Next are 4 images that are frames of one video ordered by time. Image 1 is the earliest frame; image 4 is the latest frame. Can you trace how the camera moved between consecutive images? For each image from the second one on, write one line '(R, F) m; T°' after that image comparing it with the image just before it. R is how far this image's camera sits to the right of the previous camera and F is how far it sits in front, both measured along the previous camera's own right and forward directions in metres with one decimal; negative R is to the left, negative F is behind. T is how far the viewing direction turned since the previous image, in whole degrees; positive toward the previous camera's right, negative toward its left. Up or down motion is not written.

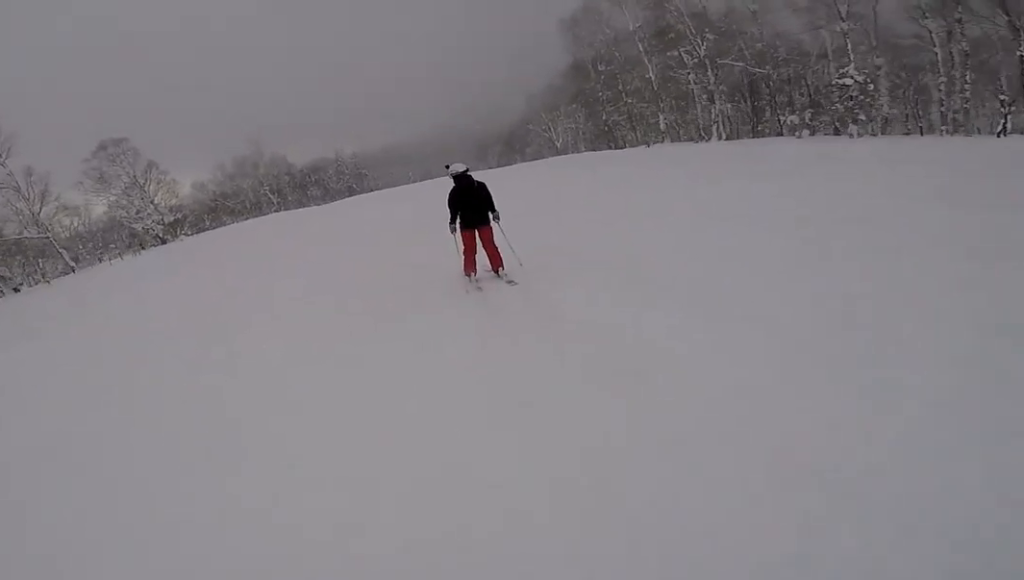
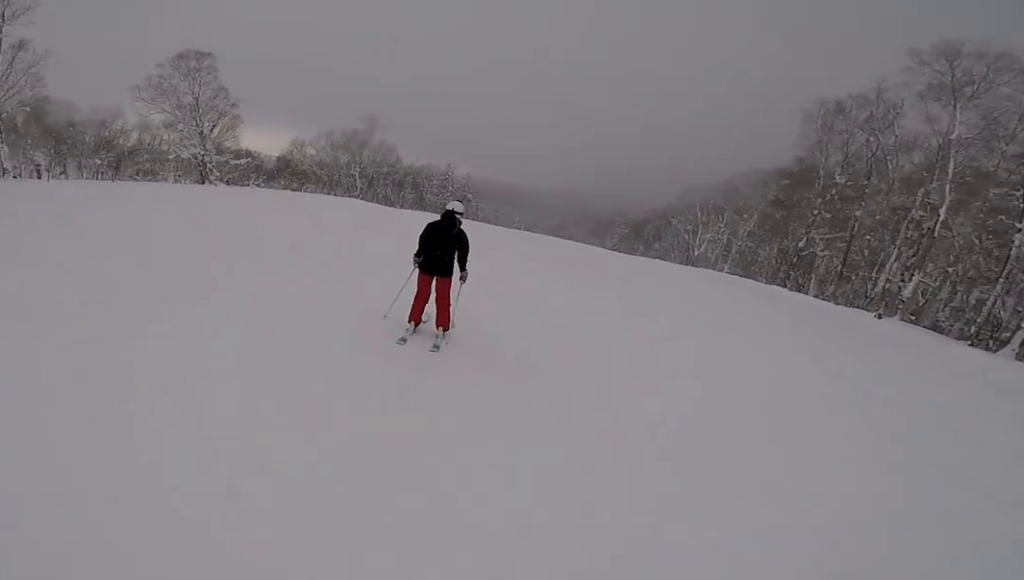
(+0.3, +13.2) m; -1°
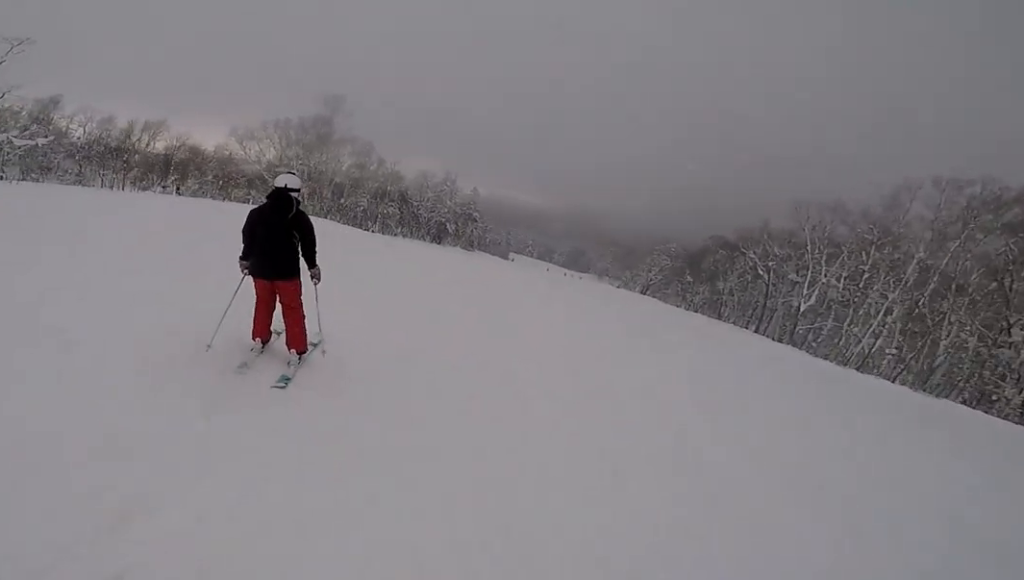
(0.0, +30.4) m; +1°
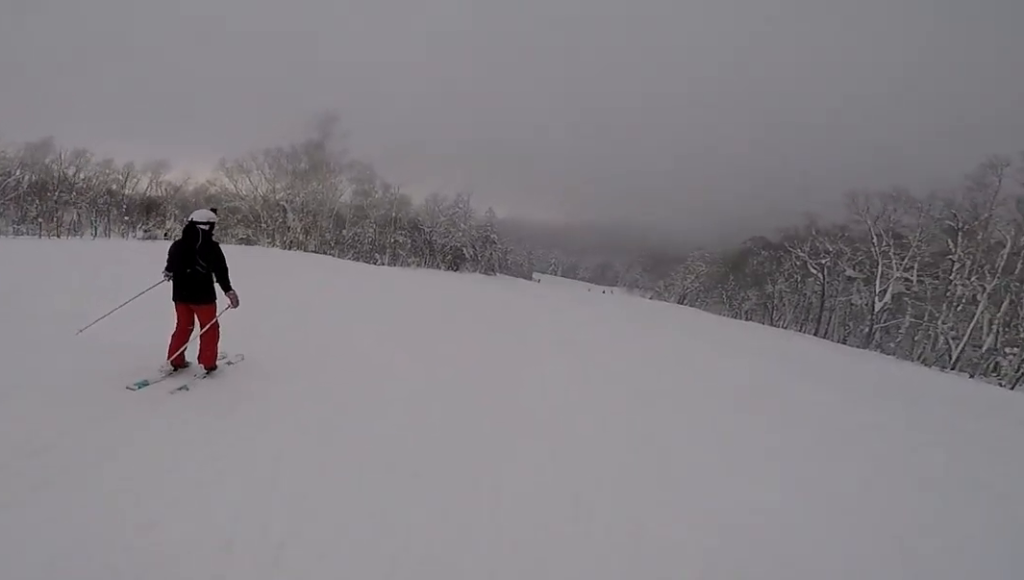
(0.0, +8.1) m; -7°
